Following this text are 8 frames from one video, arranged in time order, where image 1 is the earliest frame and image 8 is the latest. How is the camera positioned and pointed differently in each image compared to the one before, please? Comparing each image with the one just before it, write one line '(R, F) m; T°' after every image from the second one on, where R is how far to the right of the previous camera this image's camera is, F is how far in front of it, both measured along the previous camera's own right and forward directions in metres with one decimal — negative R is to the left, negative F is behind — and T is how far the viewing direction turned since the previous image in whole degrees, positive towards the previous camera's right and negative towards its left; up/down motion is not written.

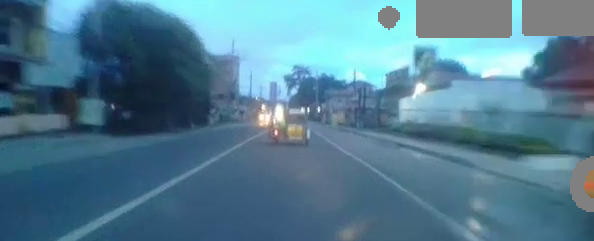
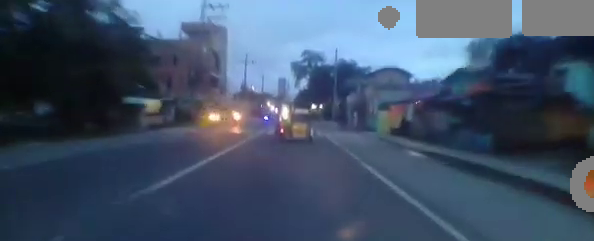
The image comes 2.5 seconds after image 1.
(+0.2, +22.7) m; 0°
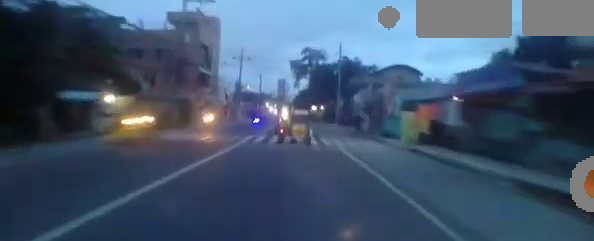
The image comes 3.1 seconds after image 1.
(-0.1, +5.3) m; 0°
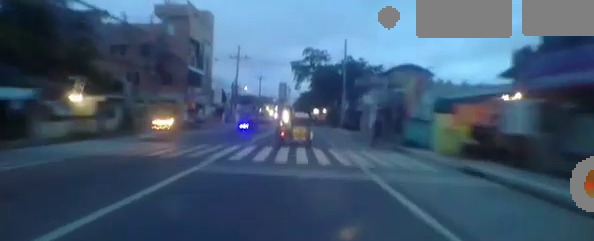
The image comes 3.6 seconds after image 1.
(-0.1, +4.2) m; 0°
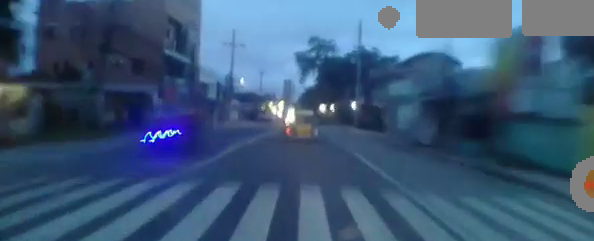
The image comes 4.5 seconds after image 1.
(+0.1, +8.0) m; +1°
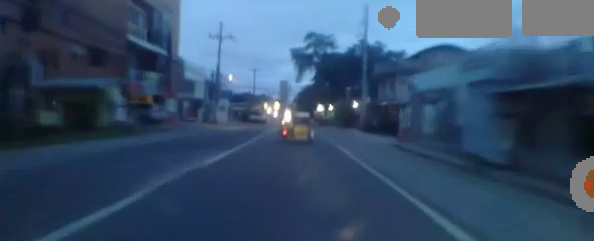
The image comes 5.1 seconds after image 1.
(0.0, +5.8) m; +1°
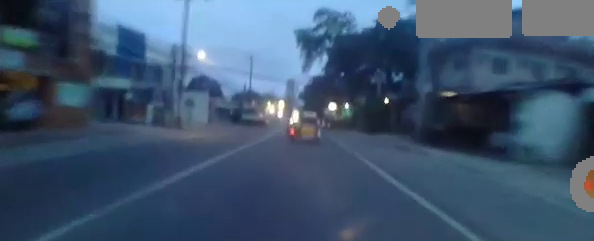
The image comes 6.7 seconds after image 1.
(+0.4, +14.4) m; 0°
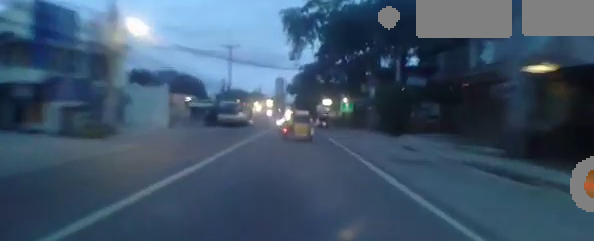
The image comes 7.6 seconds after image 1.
(-0.4, +9.3) m; -3°
